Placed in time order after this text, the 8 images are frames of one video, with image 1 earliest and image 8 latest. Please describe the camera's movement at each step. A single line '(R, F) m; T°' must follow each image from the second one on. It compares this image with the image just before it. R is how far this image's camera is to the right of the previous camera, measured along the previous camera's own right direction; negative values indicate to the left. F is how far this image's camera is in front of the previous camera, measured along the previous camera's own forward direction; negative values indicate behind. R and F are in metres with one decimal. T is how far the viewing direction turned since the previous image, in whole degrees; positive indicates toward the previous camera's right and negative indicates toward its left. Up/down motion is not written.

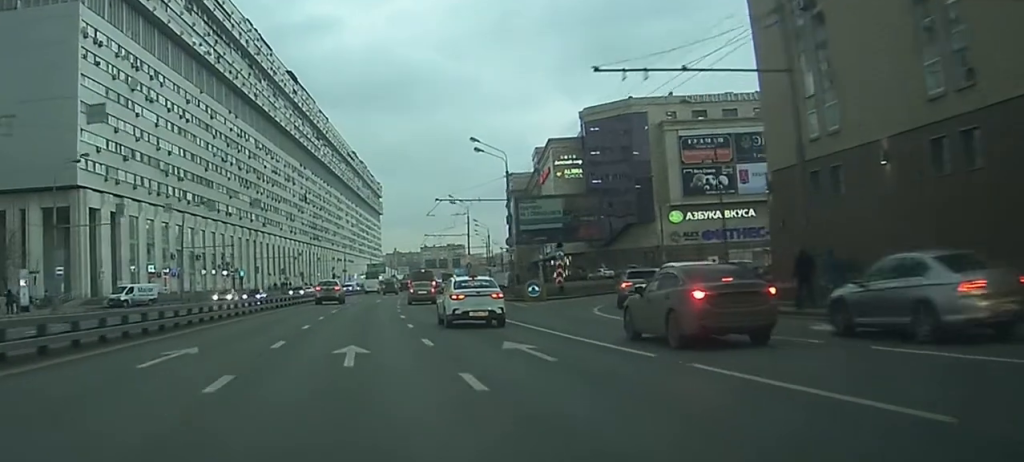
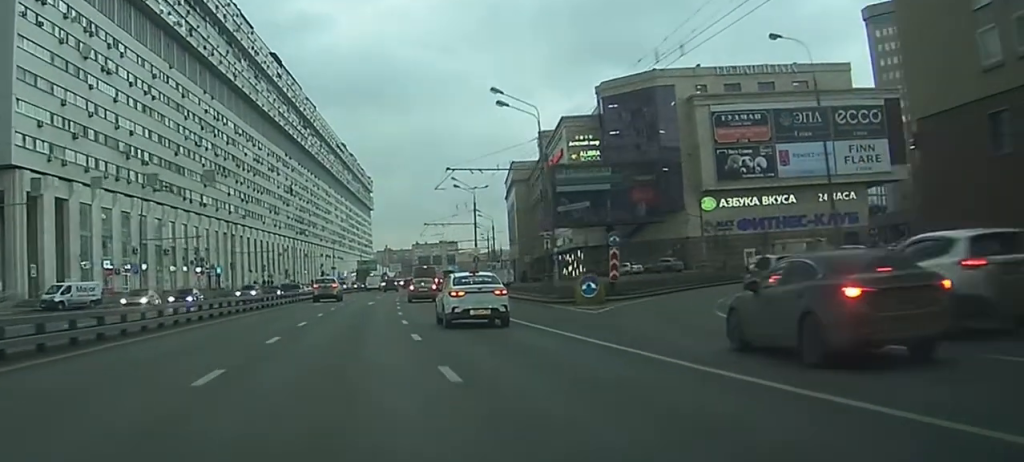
(+0.1, +15.8) m; +1°
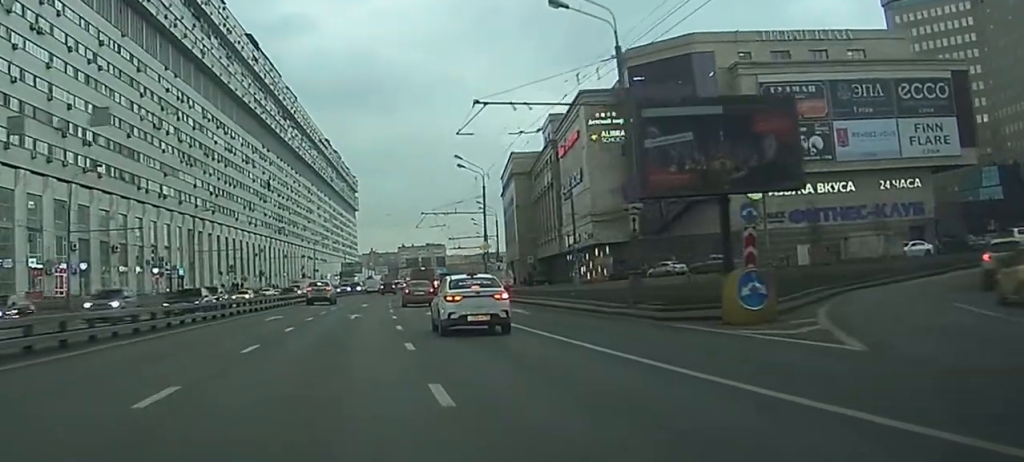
(+0.2, +18.0) m; +1°
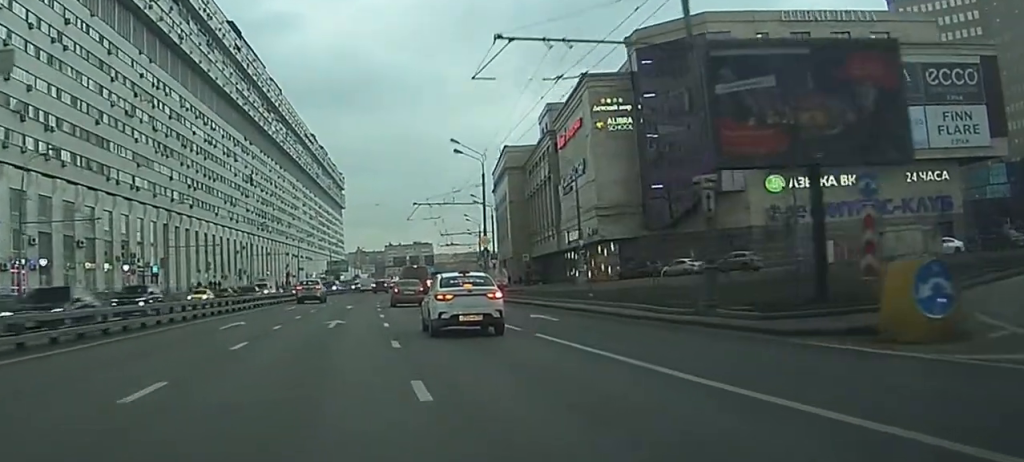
(-0.1, +7.7) m; 0°
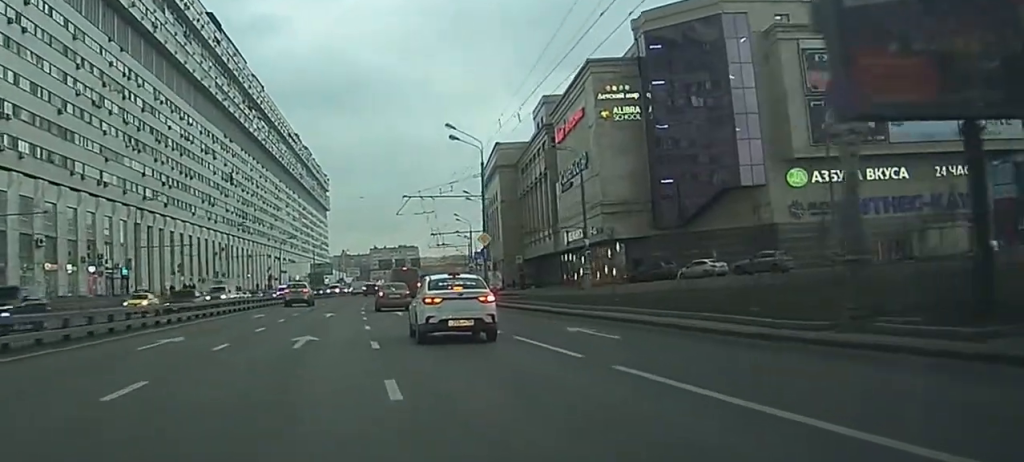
(+0.1, +7.6) m; +1°
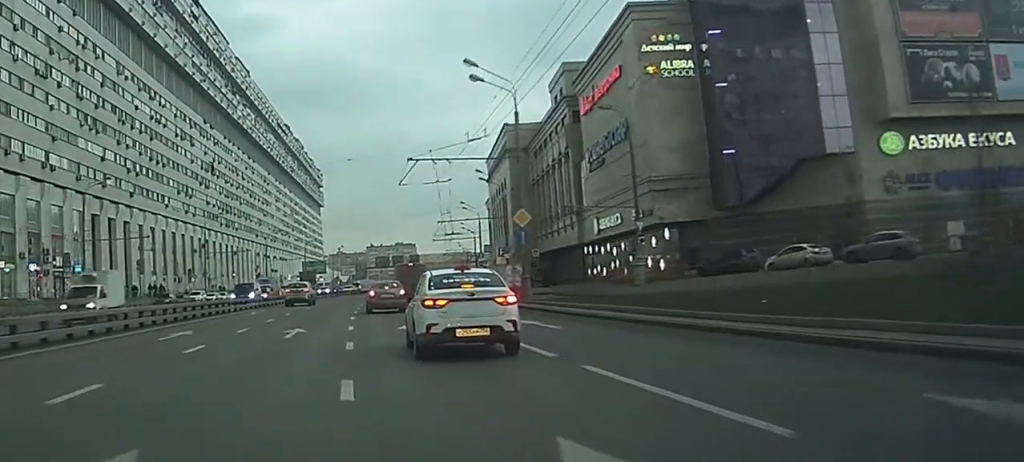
(+0.2, +16.0) m; 0°
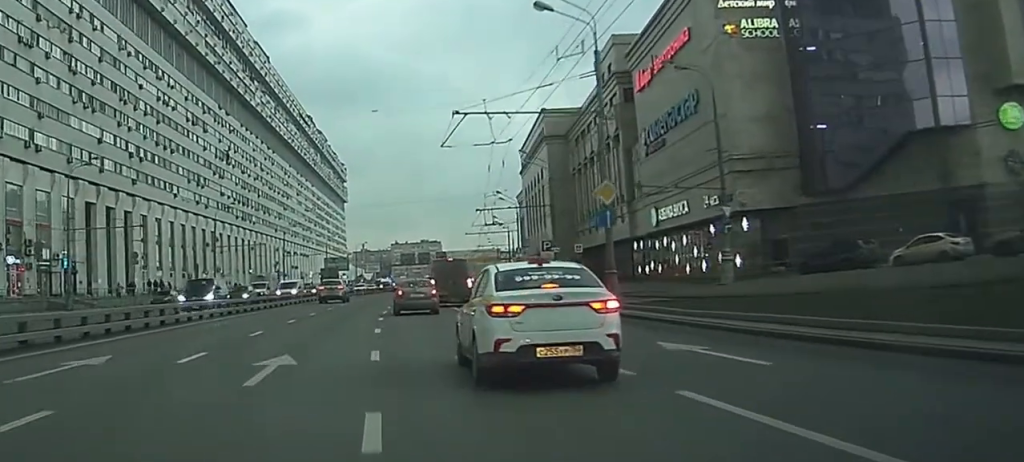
(0.0, +11.0) m; 0°
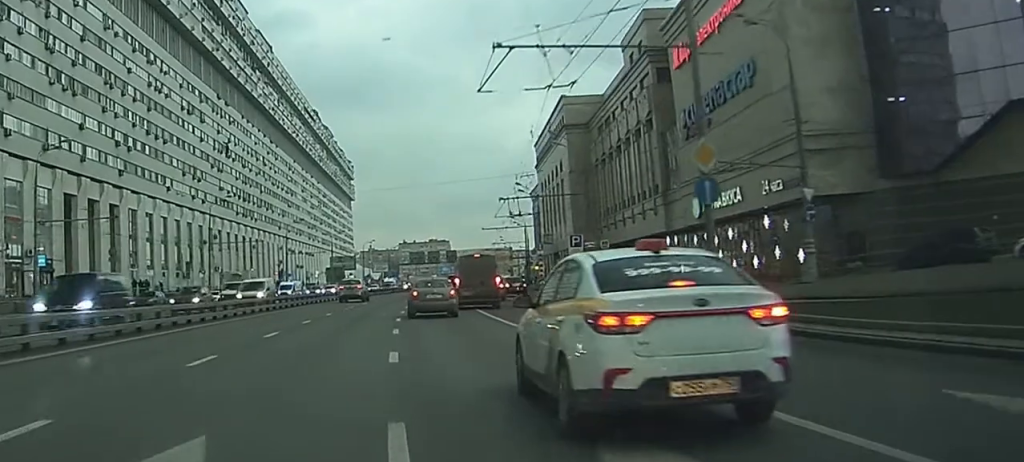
(-0.1, +8.8) m; -1°
